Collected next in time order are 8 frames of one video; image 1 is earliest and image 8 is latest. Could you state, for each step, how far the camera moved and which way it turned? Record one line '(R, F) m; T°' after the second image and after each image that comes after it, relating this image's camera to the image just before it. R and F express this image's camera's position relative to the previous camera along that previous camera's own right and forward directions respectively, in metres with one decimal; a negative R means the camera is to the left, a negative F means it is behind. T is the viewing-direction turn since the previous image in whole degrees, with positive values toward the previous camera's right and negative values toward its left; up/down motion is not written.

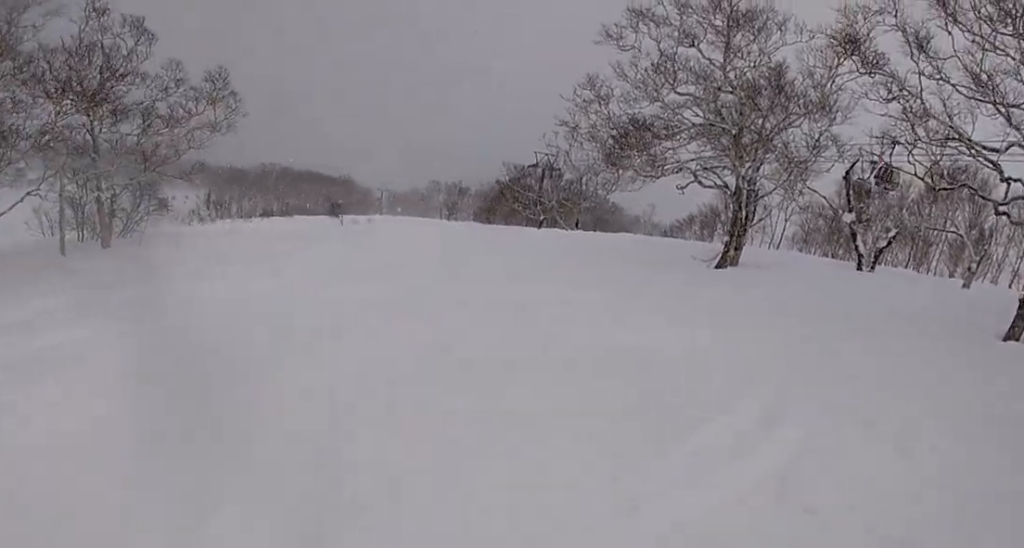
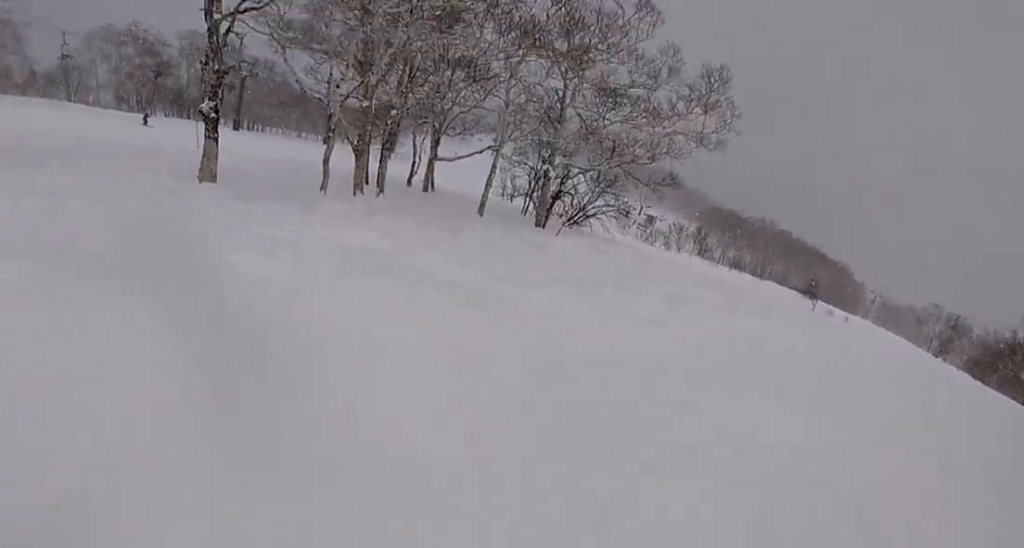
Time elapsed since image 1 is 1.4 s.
(-4.1, +3.6) m; -58°
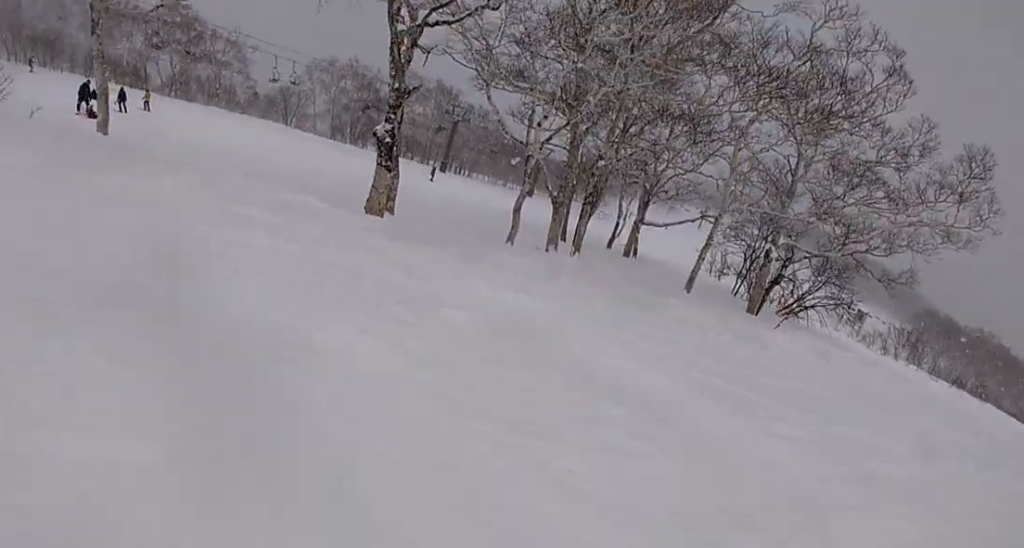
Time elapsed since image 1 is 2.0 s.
(-0.1, +2.6) m; -8°
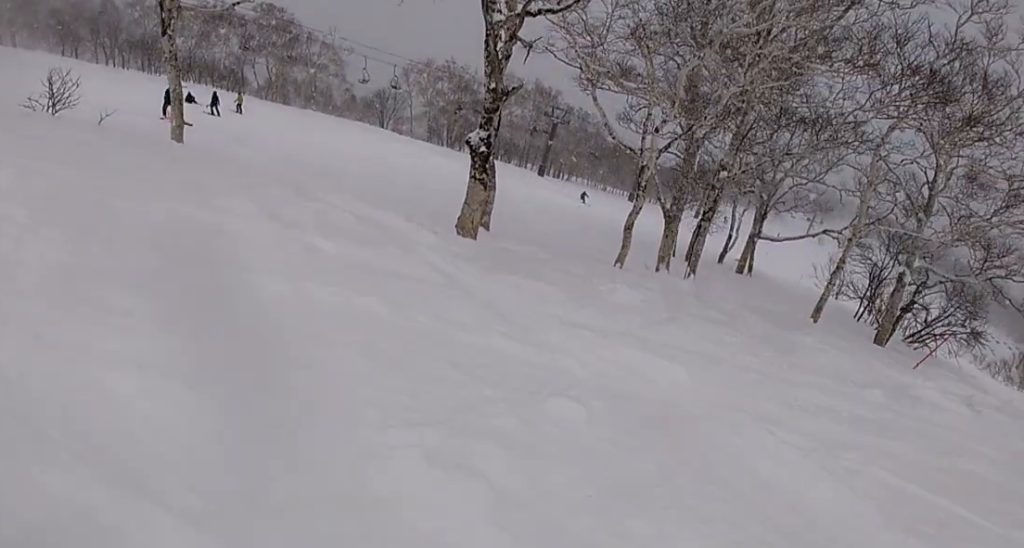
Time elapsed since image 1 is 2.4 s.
(-0.2, +2.2) m; -4°
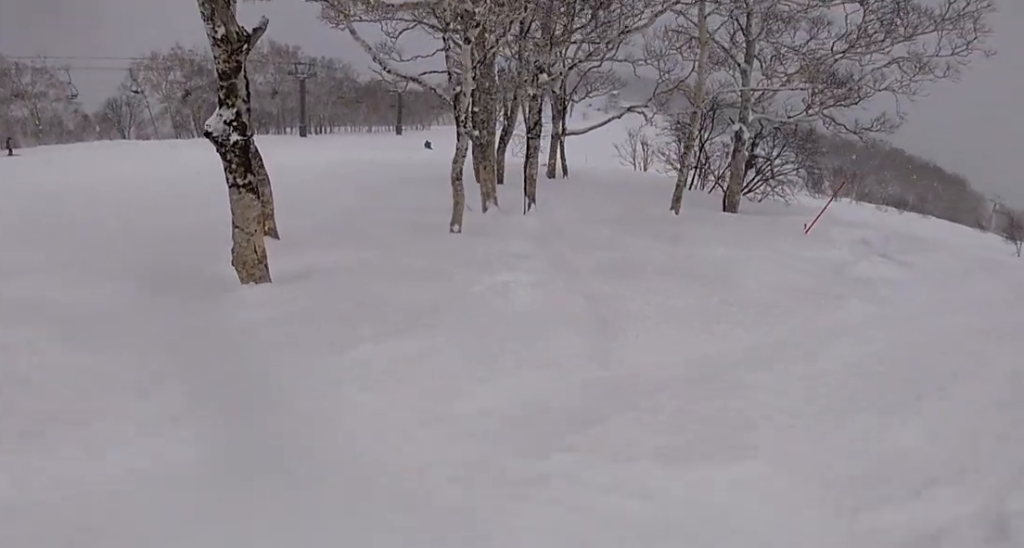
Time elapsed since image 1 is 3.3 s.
(-0.4, +4.7) m; -7°
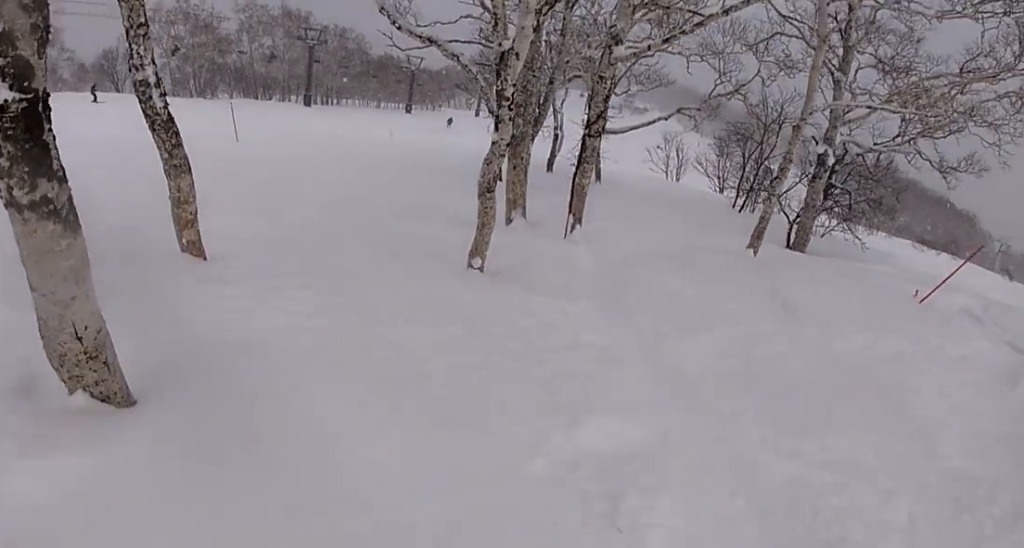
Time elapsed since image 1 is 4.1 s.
(-0.2, +3.8) m; -3°
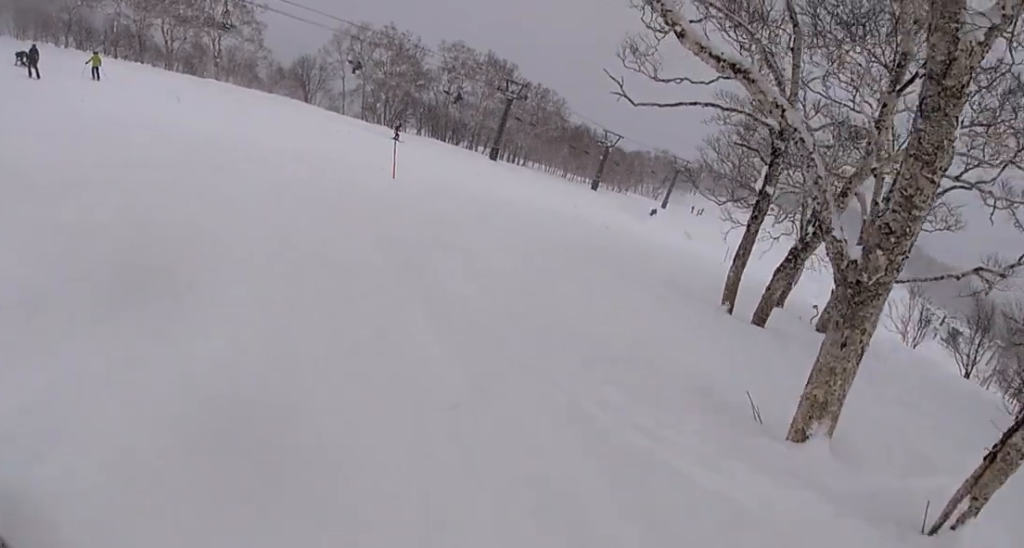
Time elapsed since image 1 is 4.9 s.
(+0.2, +4.6) m; -15°
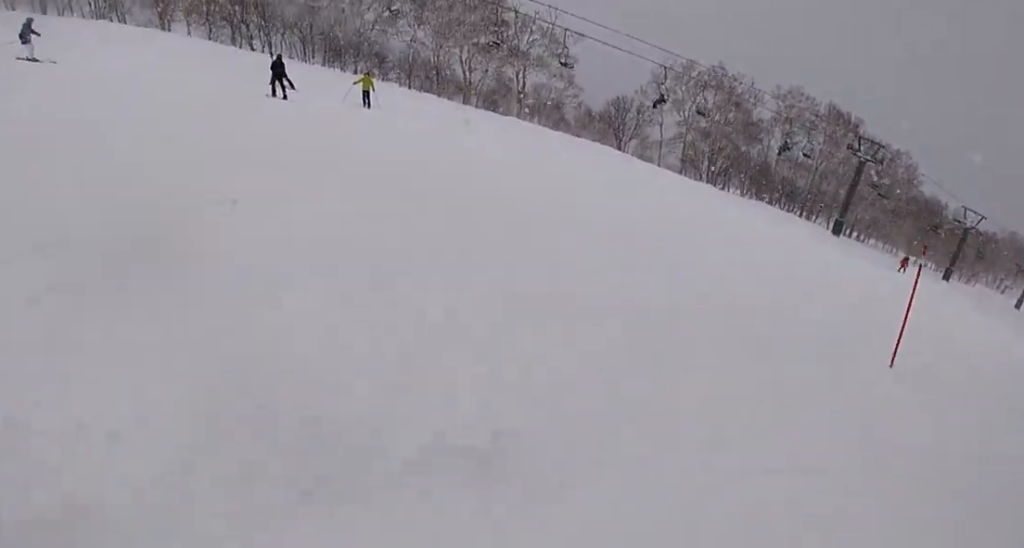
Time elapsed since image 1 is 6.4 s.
(-2.2, +7.3) m; -17°
